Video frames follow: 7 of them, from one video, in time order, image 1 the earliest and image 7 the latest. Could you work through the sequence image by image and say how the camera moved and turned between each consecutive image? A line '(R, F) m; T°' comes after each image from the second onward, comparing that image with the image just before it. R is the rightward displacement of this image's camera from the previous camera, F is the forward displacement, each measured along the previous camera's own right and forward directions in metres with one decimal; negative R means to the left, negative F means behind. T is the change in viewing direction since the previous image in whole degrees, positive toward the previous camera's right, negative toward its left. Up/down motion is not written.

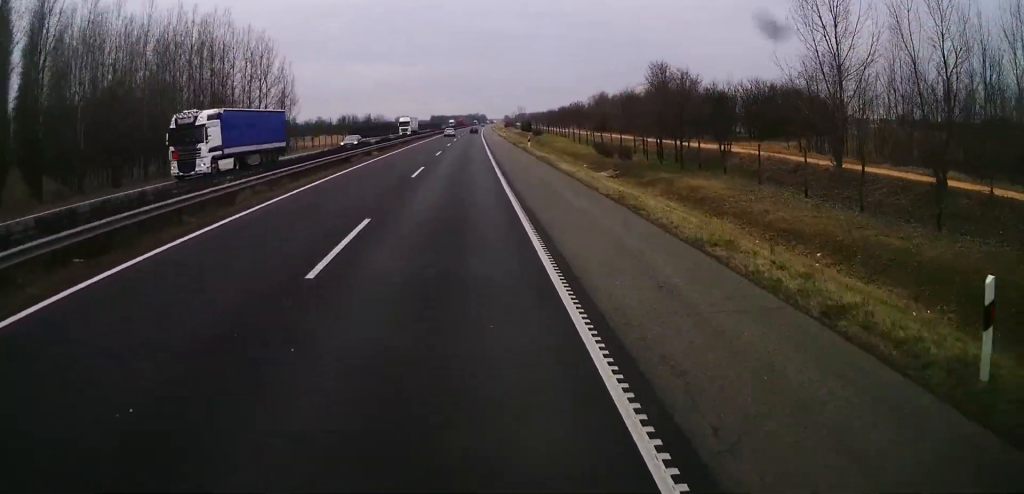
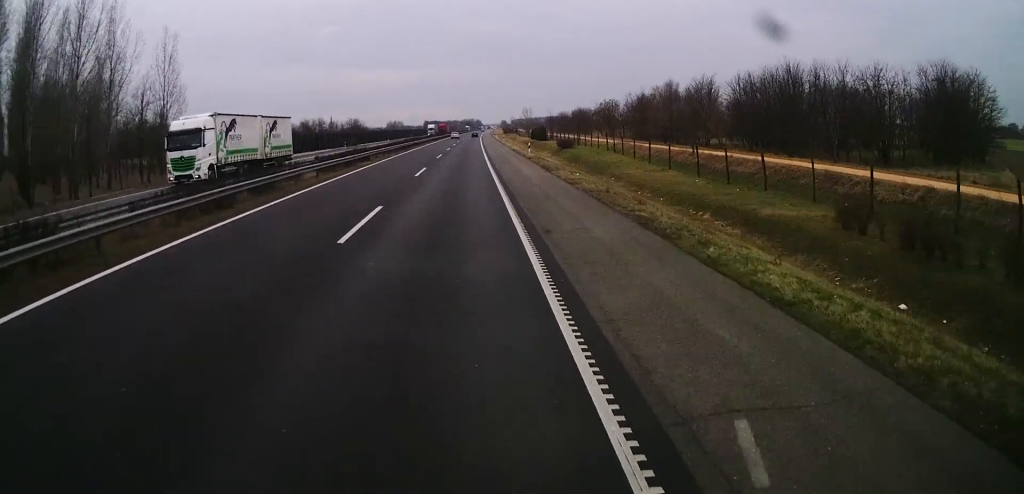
(-0.2, +51.8) m; 0°
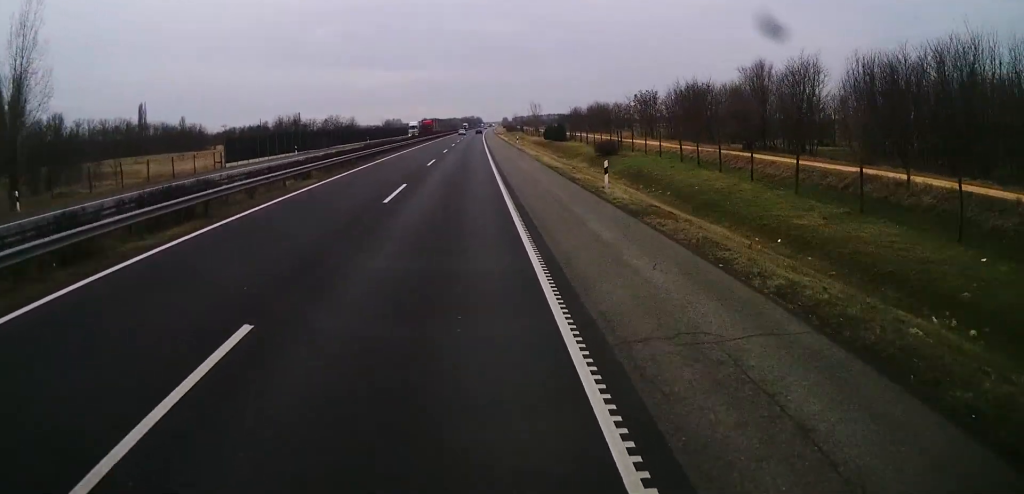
(+0.5, +30.2) m; +1°
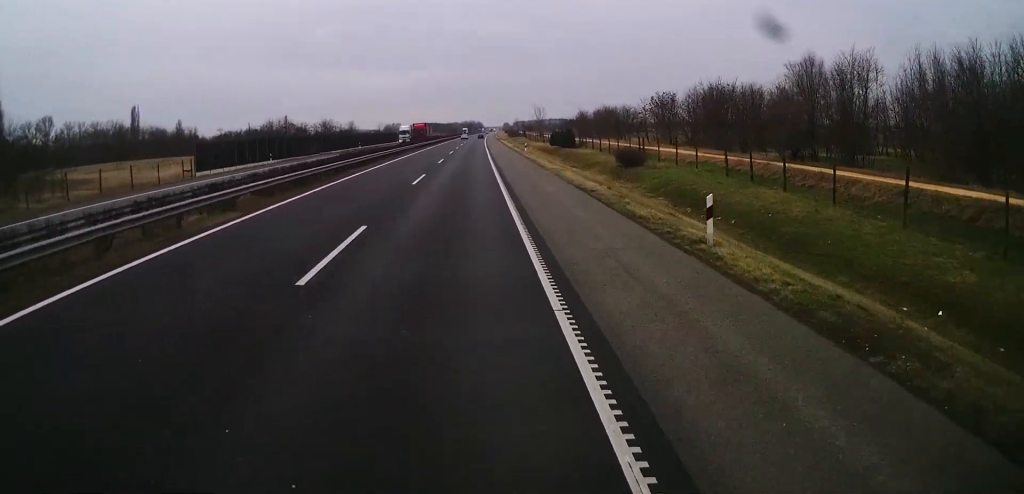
(0.0, +10.1) m; 0°
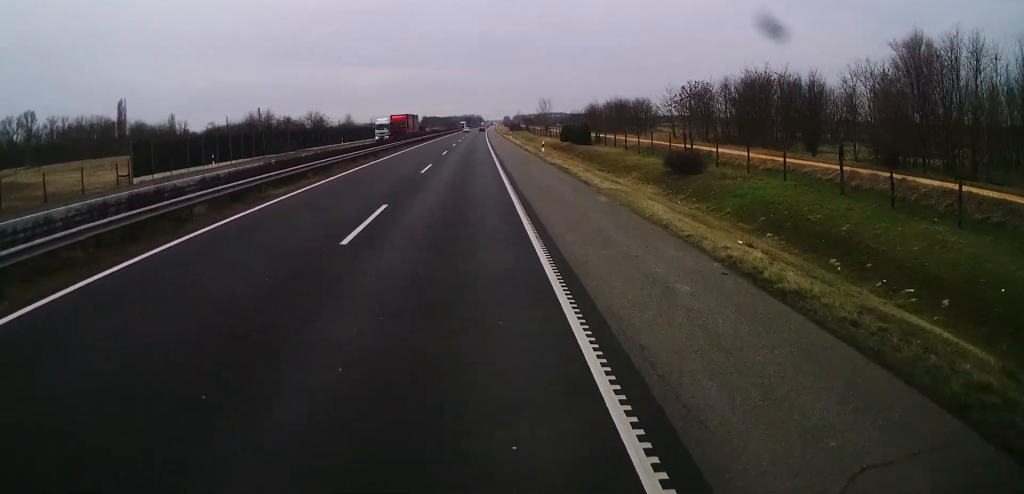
(0.0, +15.5) m; 0°
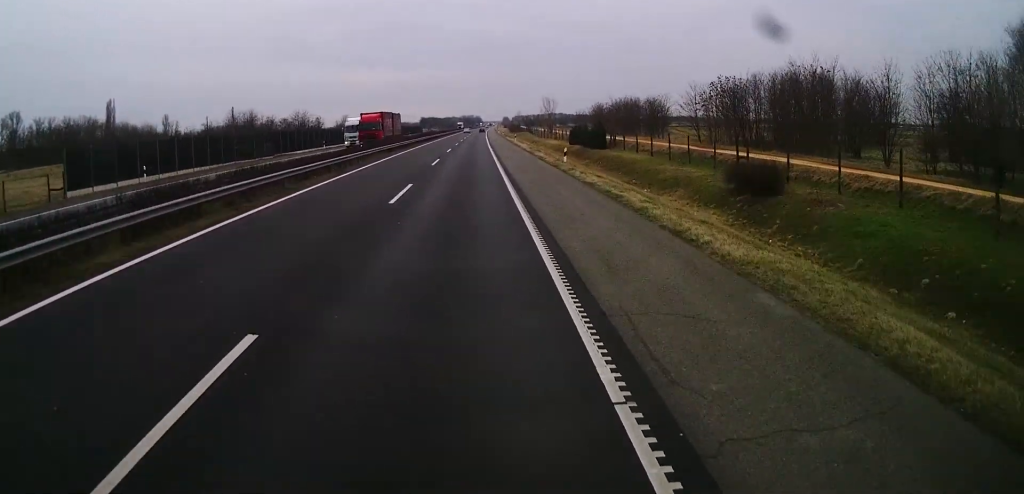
(0.0, +11.6) m; 0°
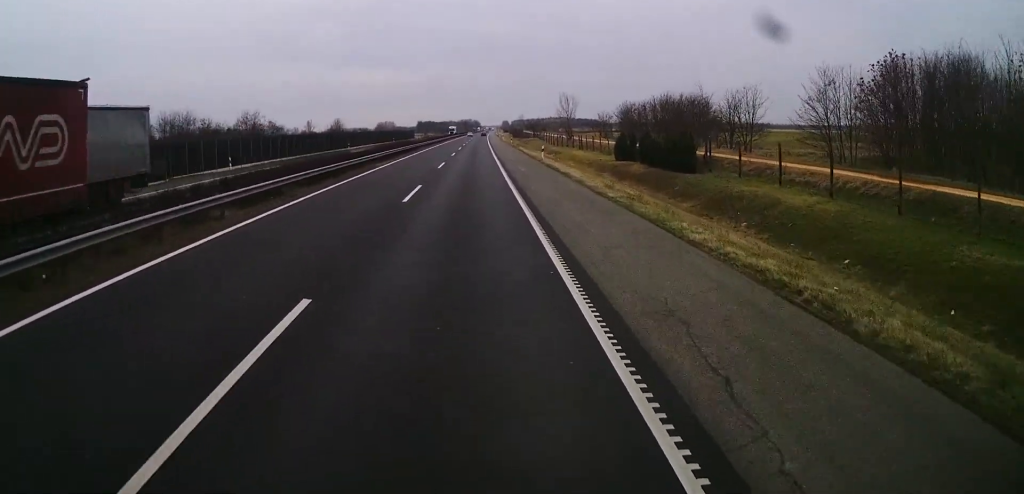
(-0.3, +34.8) m; -1°
